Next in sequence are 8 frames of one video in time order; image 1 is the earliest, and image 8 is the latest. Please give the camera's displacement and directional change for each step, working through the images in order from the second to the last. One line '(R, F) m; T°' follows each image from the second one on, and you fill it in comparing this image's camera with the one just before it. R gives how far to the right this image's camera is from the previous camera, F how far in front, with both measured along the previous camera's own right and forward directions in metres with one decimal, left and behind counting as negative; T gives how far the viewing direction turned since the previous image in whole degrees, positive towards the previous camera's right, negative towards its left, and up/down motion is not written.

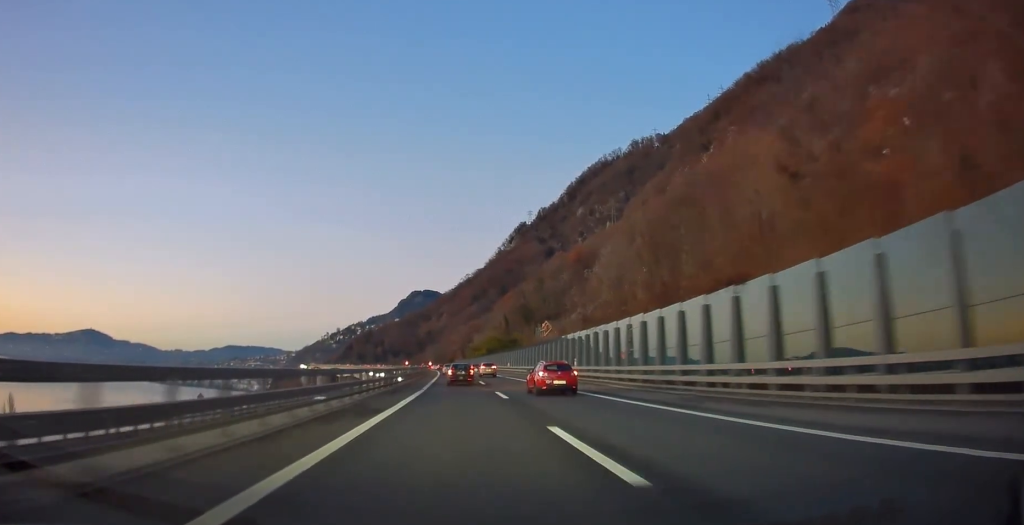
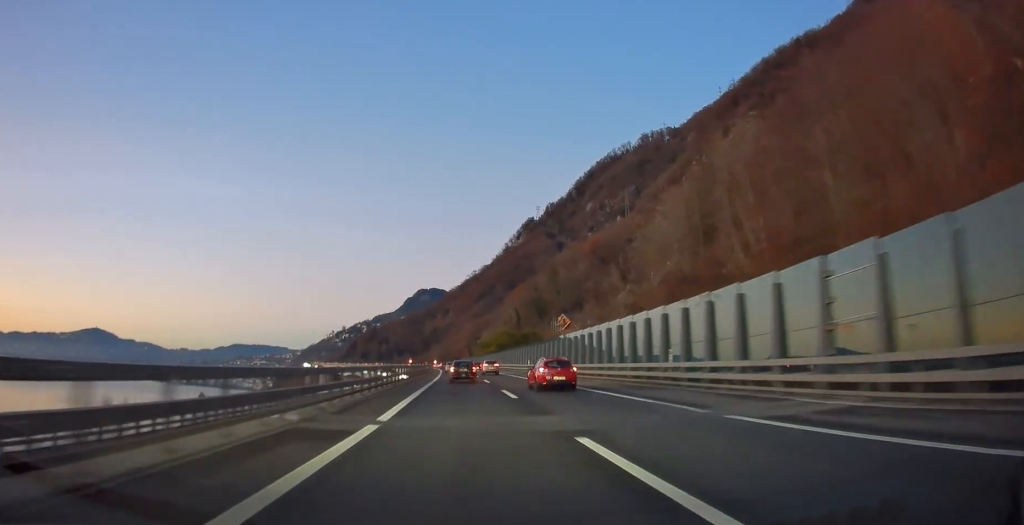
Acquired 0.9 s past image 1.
(-0.1, +20.8) m; -1°
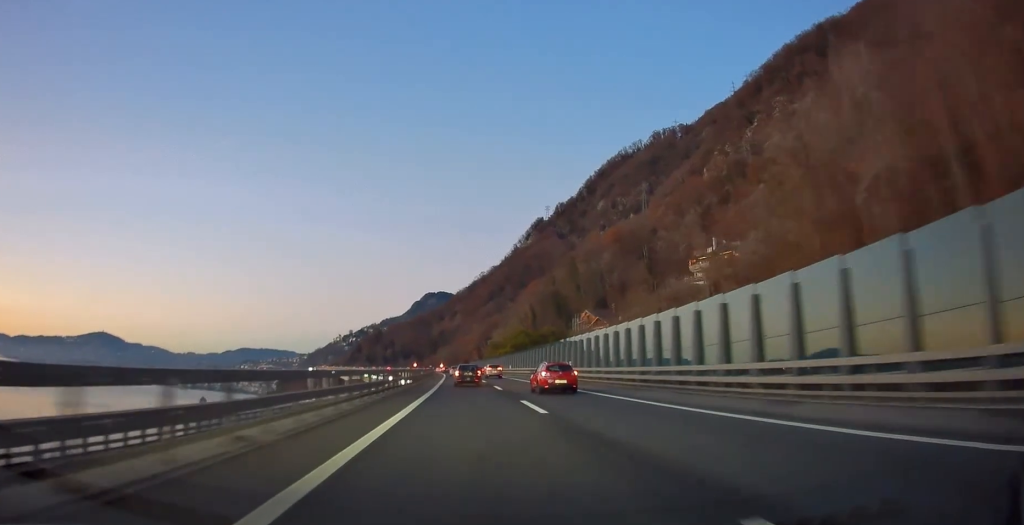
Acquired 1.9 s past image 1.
(-0.2, +24.5) m; -1°
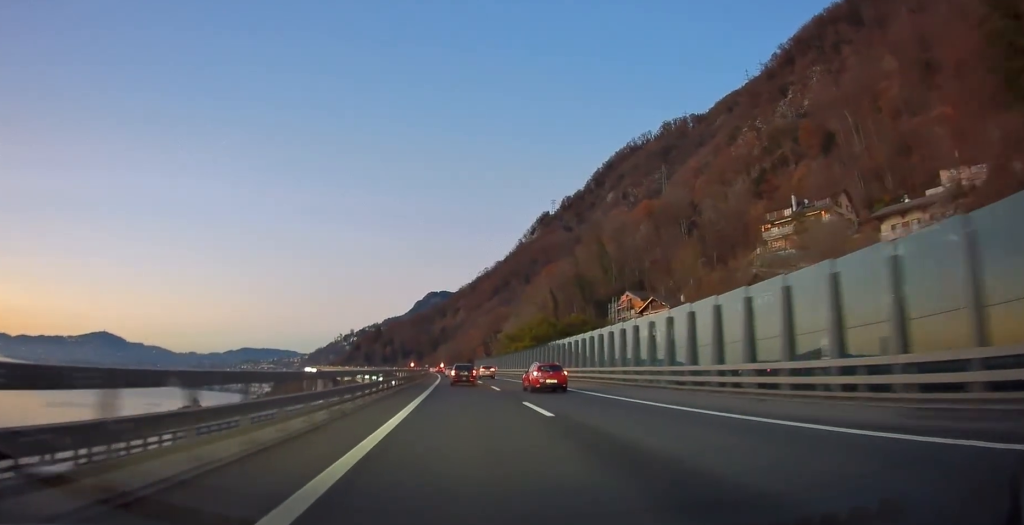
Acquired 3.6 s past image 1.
(-0.2, +38.7) m; -1°
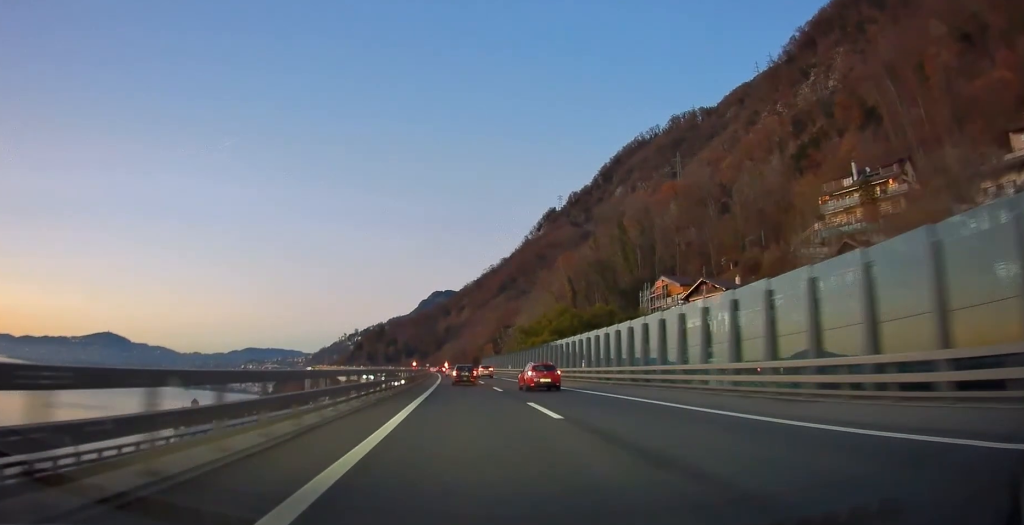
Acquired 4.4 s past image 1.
(0.0, +18.8) m; 0°
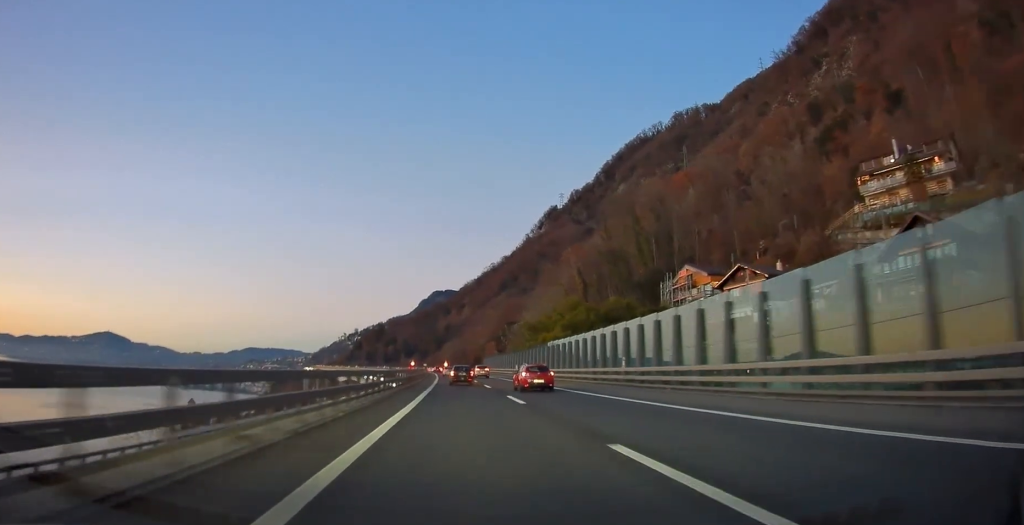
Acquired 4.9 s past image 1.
(-0.1, +11.9) m; 0°
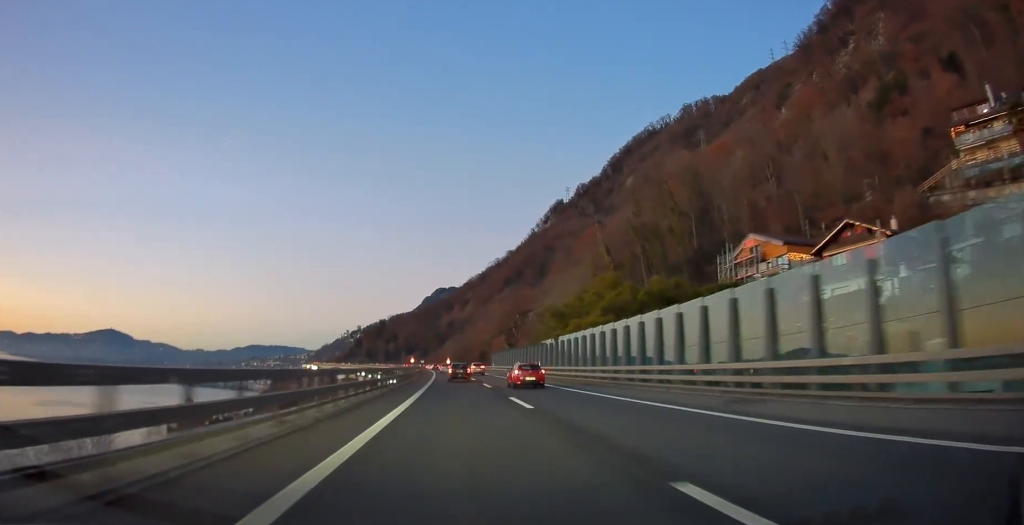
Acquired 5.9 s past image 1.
(0.0, +22.3) m; 0°
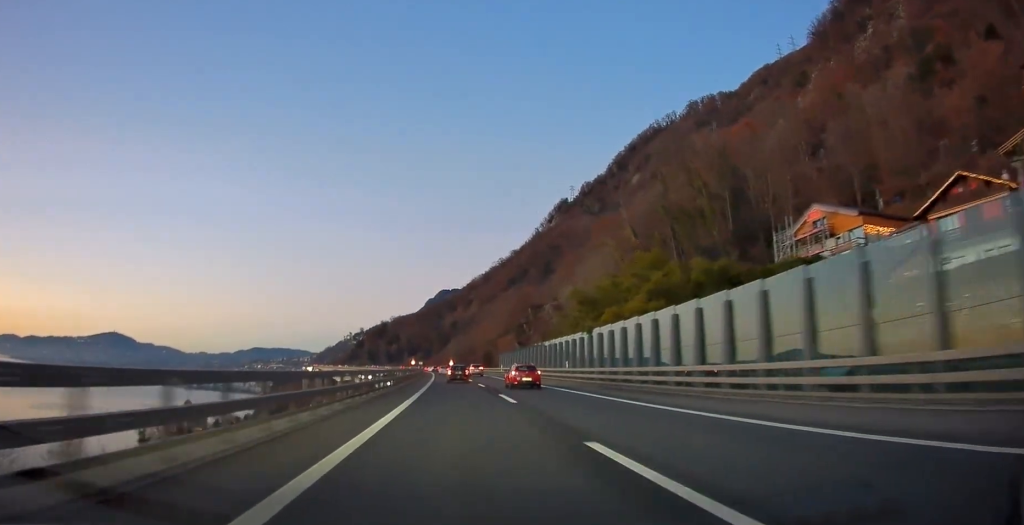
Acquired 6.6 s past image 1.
(0.0, +14.1) m; 0°
